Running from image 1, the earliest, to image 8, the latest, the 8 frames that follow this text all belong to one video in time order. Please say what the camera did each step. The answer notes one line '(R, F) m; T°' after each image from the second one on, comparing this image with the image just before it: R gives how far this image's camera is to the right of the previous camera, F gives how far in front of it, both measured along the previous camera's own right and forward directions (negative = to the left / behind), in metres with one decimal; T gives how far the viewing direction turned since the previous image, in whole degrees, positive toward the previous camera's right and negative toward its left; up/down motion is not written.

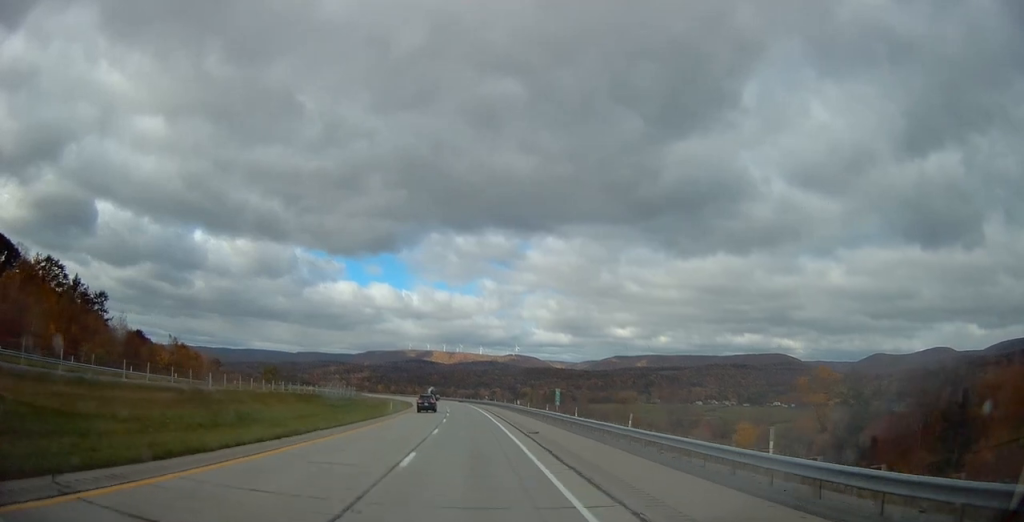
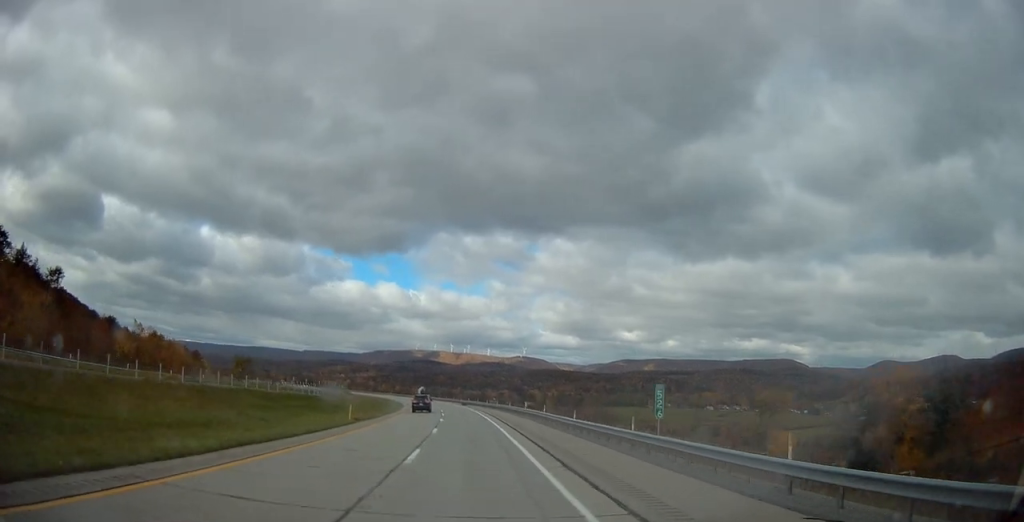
(+0.1, +23.3) m; -1°
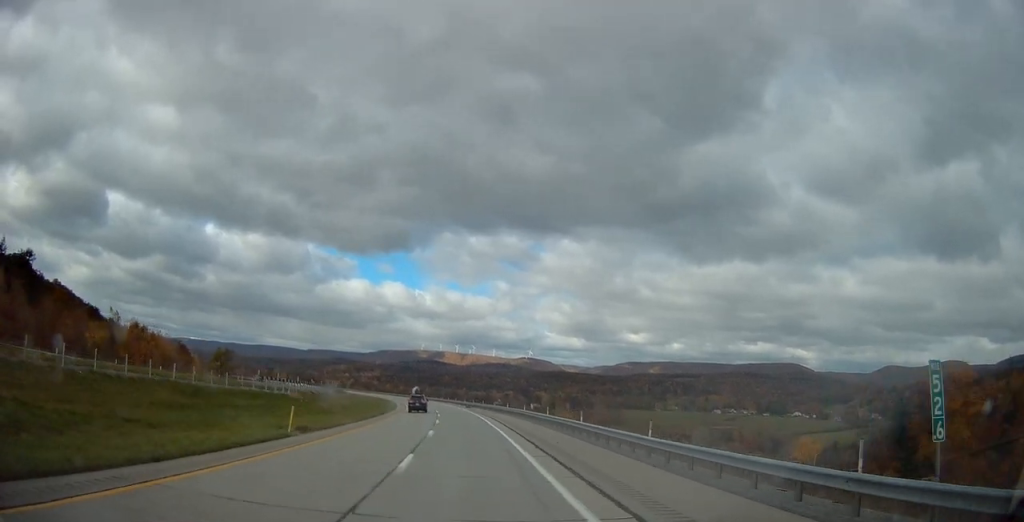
(-0.2, +13.8) m; -1°
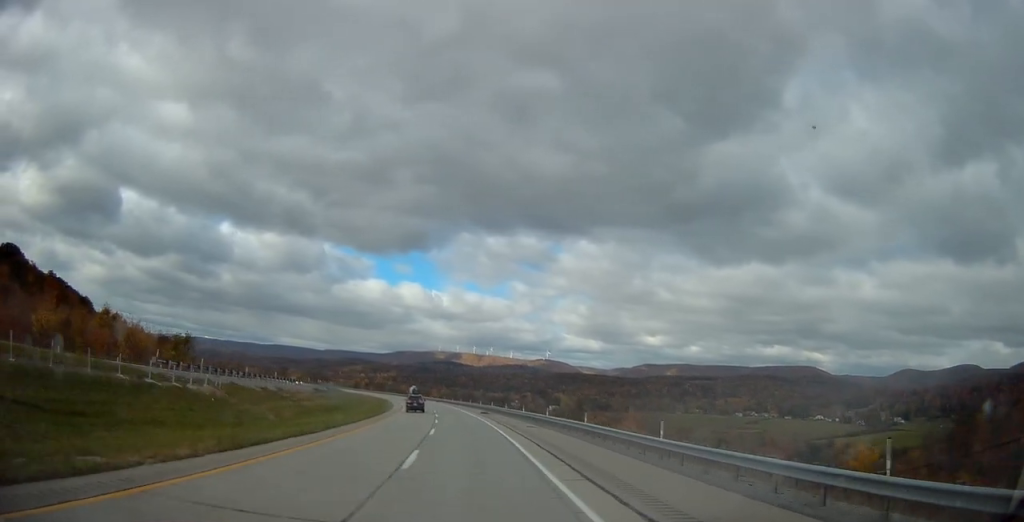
(-0.2, +23.3) m; -1°
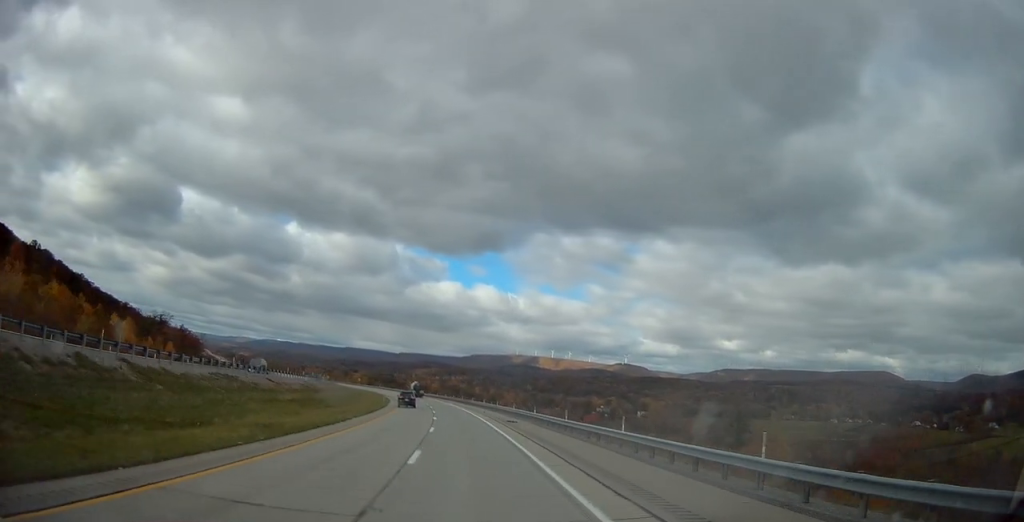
(-5.4, +84.6) m; -8°
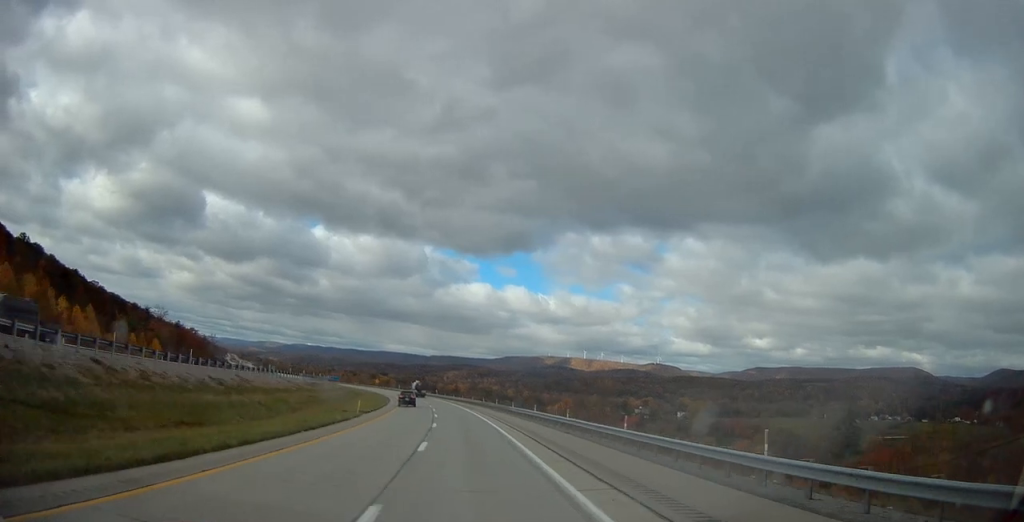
(-0.8, +33.9) m; -3°
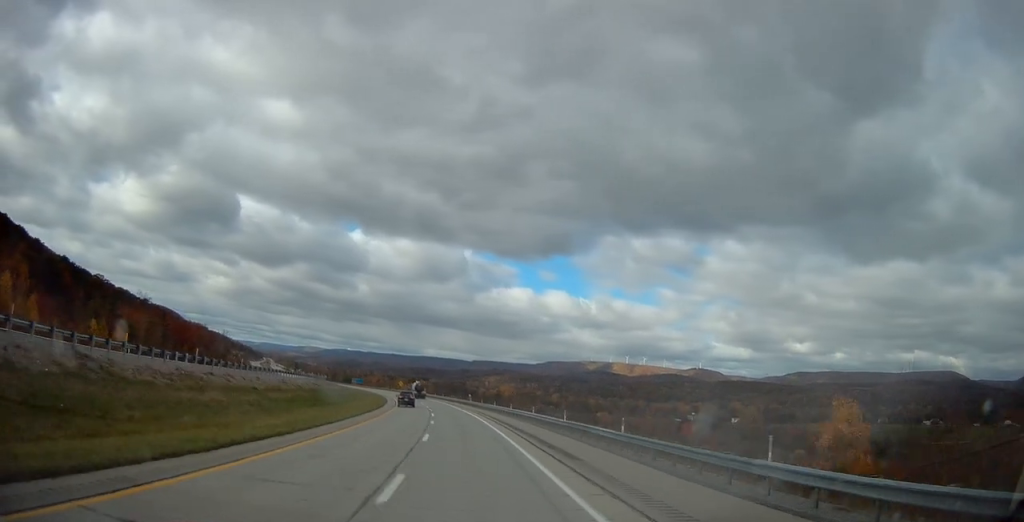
(-1.8, +45.5) m; -4°
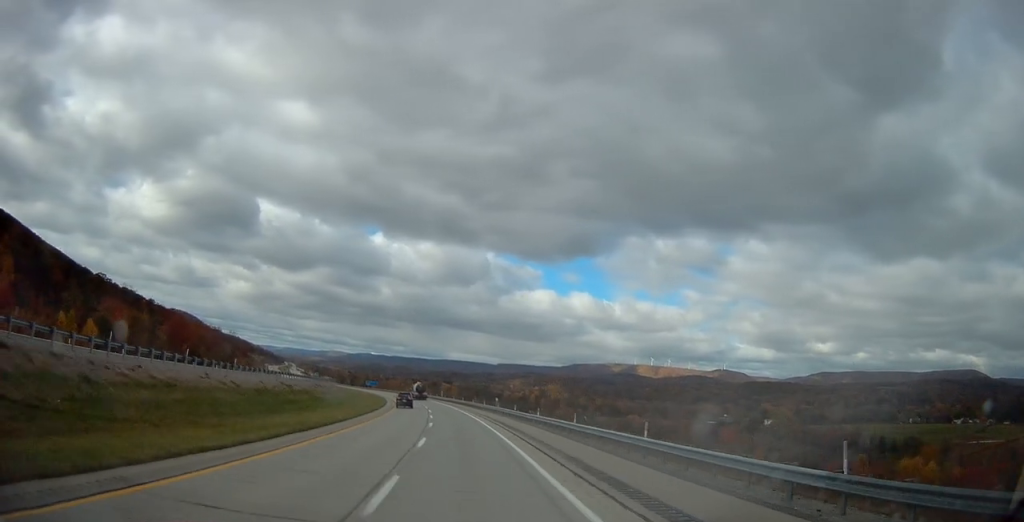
(-0.4, +25.5) m; -3°
